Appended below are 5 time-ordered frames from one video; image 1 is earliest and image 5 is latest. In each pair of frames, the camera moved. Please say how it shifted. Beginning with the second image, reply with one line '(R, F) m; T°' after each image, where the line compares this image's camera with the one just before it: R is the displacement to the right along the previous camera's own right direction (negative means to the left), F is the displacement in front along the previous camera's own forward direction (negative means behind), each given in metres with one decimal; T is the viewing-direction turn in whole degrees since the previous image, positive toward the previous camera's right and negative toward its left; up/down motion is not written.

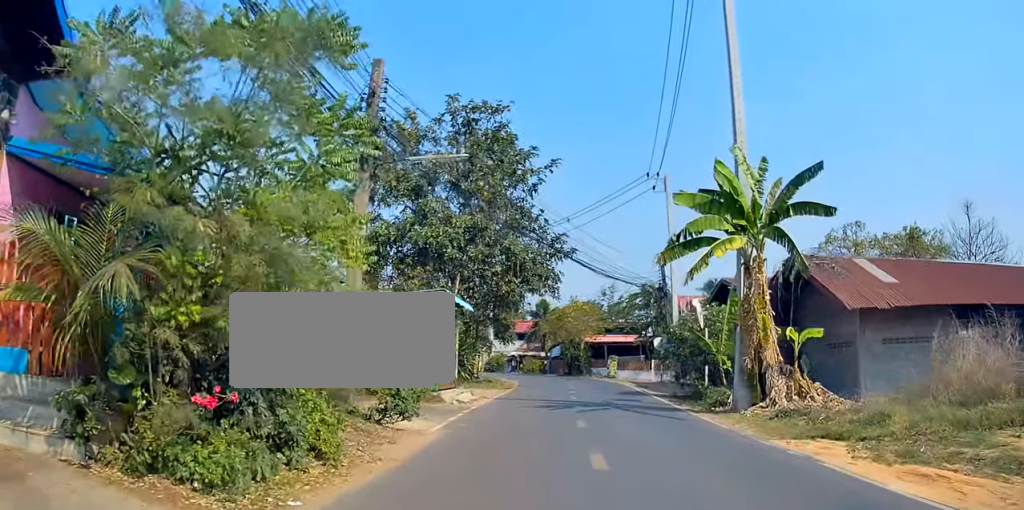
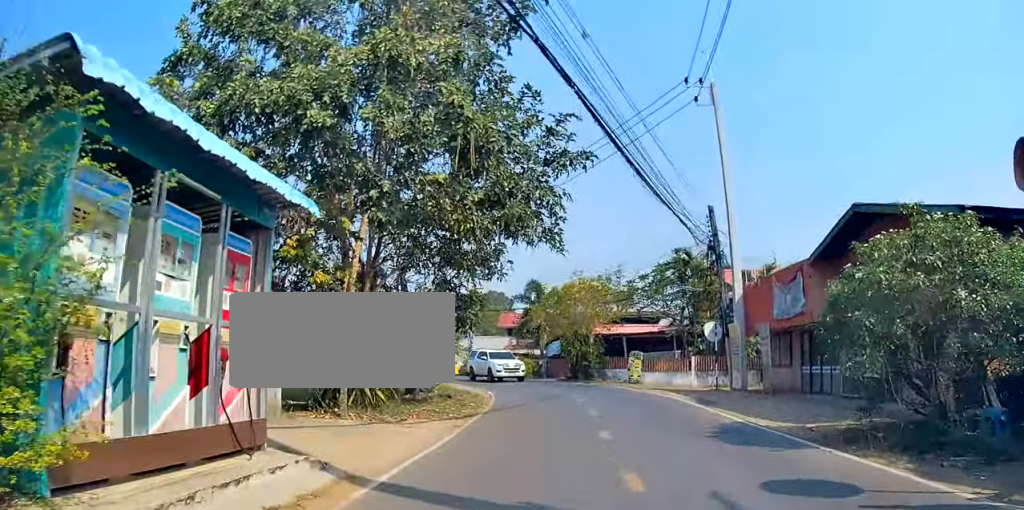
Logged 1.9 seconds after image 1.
(0.0, +12.7) m; 0°
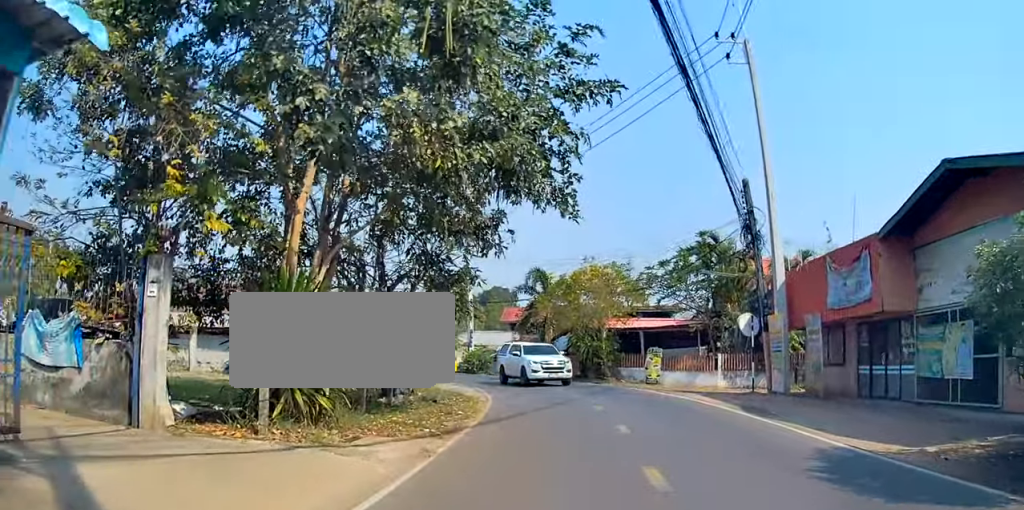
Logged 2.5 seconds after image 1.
(0.0, +4.0) m; 0°
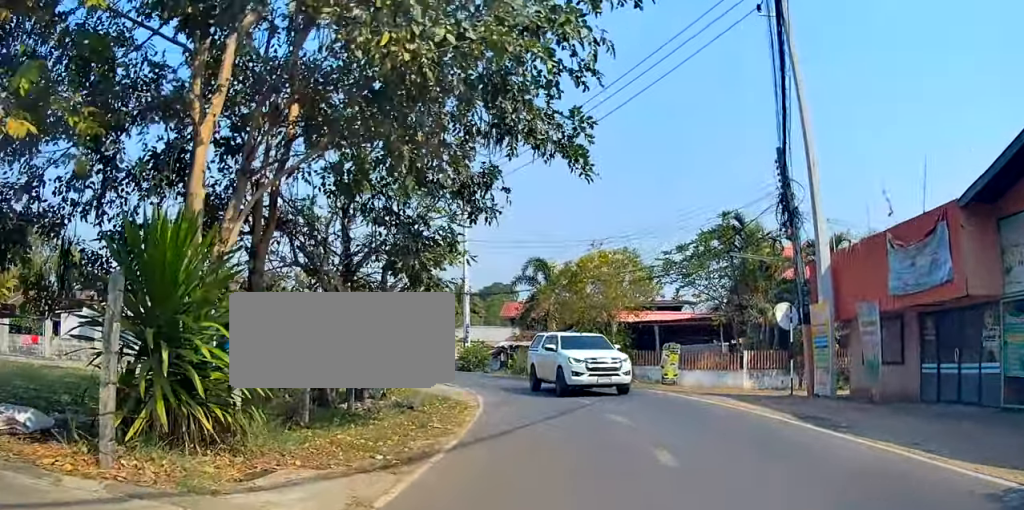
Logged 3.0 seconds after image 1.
(0.0, +3.2) m; +3°
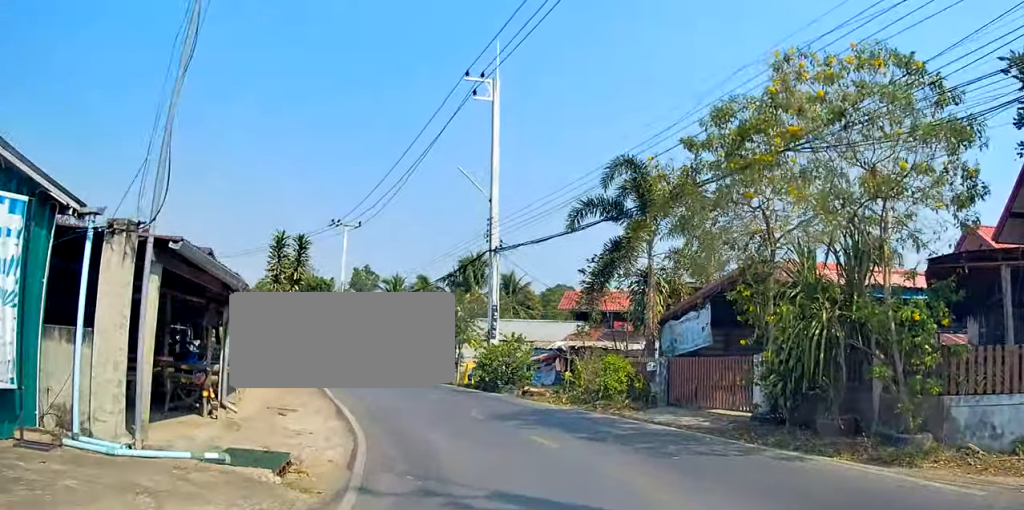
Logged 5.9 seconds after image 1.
(+0.6, +18.6) m; -3°
